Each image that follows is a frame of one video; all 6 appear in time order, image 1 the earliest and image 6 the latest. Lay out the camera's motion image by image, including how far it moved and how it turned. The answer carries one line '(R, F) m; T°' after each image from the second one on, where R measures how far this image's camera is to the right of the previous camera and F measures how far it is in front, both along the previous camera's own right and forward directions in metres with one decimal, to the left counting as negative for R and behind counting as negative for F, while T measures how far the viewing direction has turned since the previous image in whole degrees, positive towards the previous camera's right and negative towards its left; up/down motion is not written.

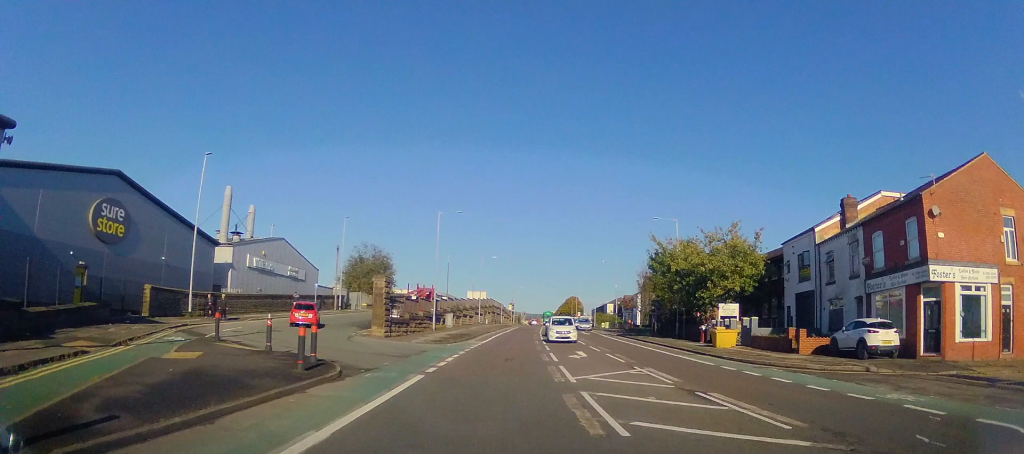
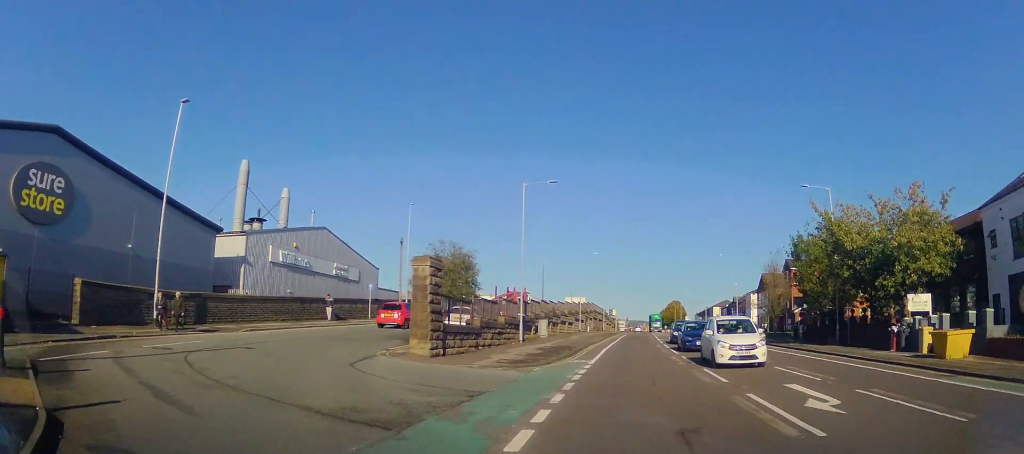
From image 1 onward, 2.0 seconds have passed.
(-0.5, +12.4) m; -12°
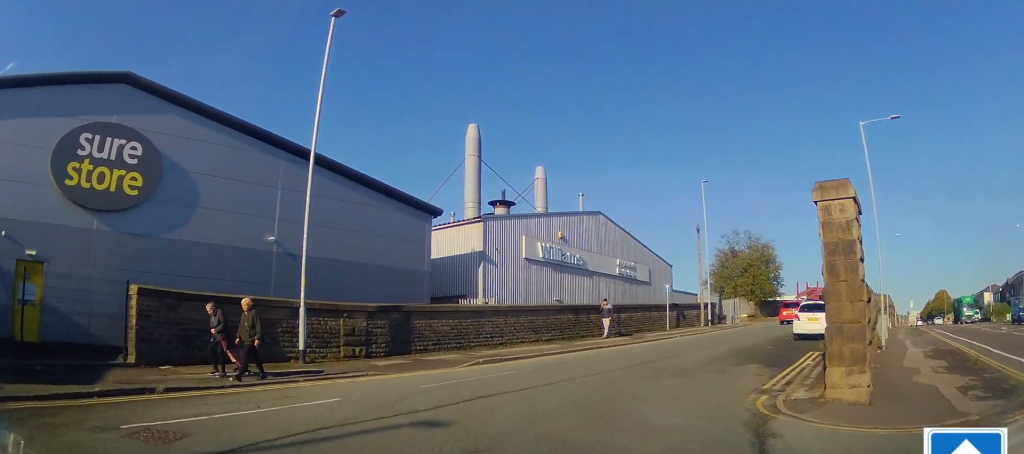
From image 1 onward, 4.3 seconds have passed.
(-3.9, +10.6) m; -29°
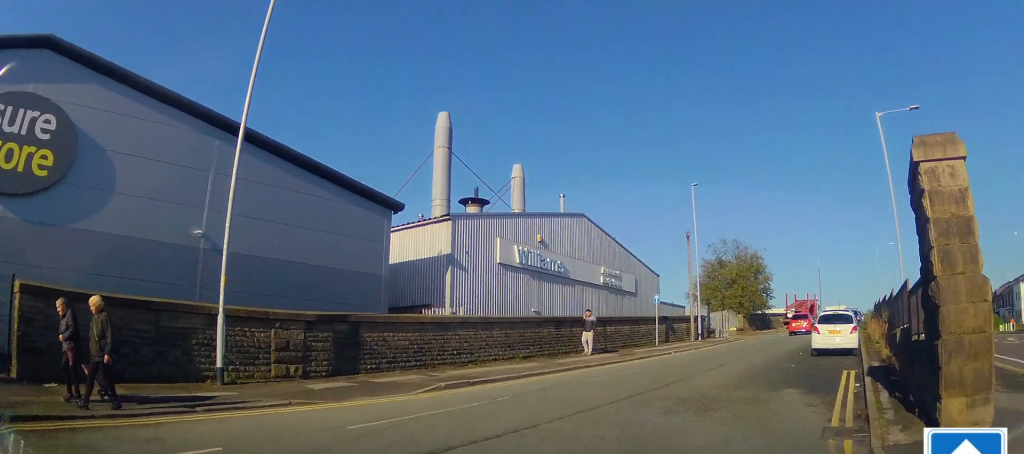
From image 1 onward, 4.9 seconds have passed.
(+0.2, +3.2) m; +6°
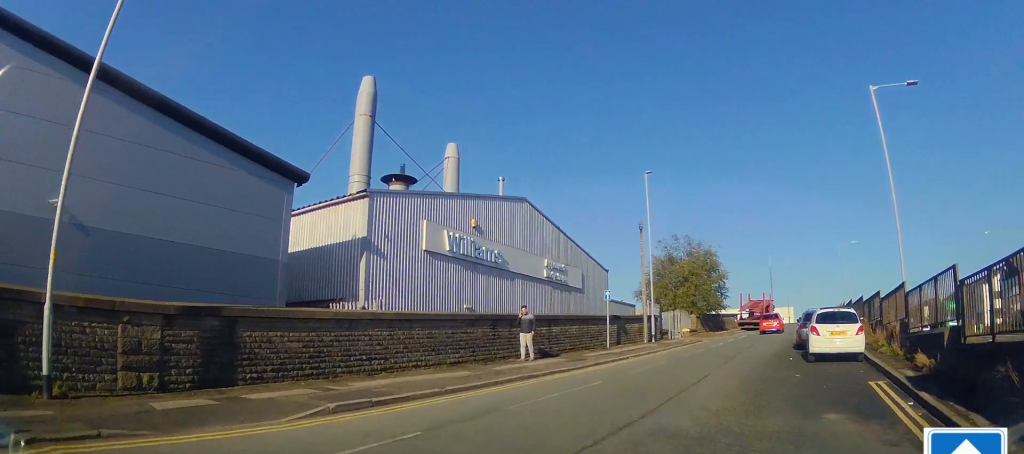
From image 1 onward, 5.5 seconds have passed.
(+0.1, +3.4) m; +8°
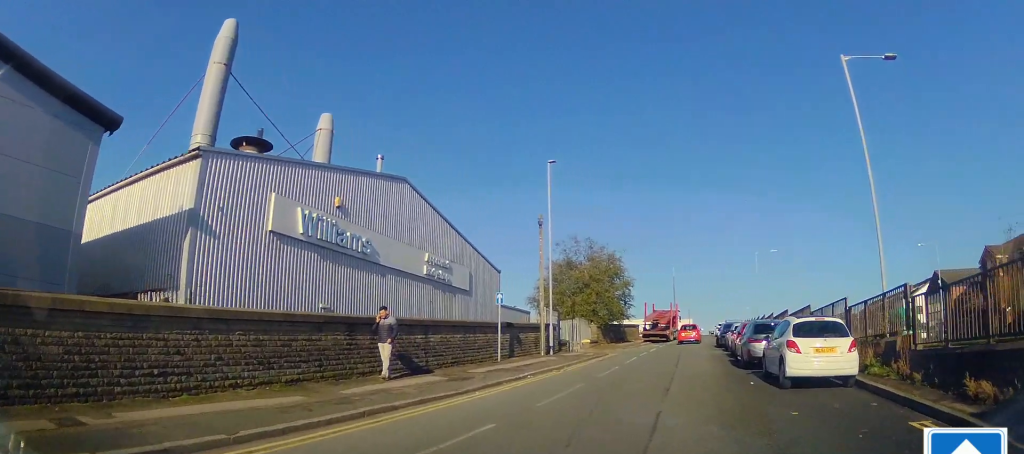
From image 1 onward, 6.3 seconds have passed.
(+0.3, +4.2) m; +12°
